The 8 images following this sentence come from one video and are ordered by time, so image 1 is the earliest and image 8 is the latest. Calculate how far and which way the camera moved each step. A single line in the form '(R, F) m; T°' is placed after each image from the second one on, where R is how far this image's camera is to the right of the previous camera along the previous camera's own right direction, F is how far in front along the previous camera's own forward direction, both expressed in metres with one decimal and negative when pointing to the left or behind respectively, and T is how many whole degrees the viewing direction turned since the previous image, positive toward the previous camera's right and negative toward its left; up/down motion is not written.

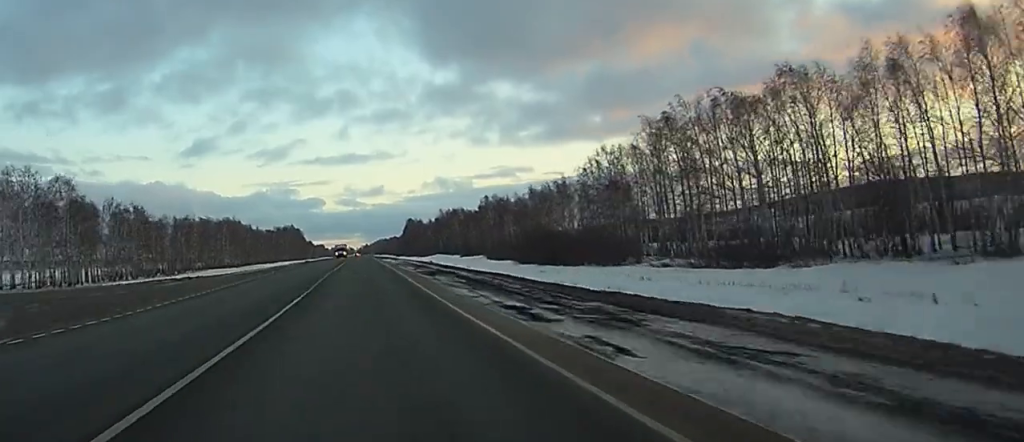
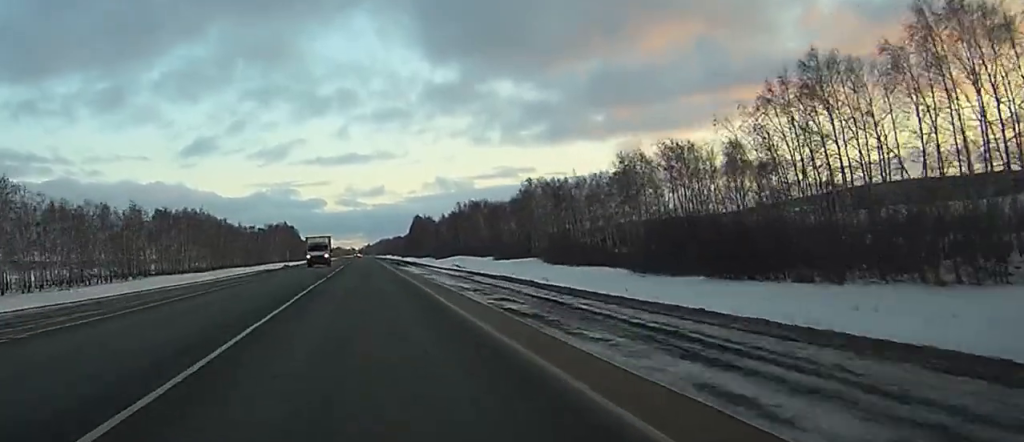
(-0.1, +53.1) m; 0°
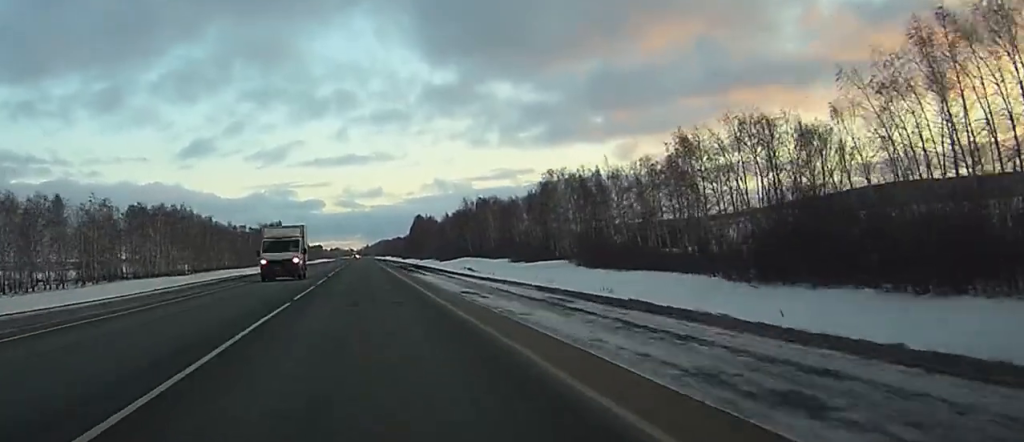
(-0.1, +19.5) m; 0°
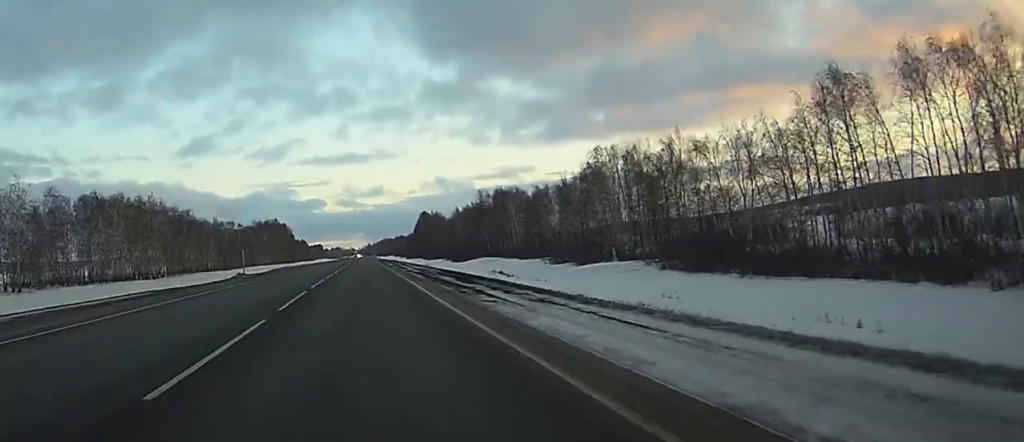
(0.0, +28.2) m; 0°
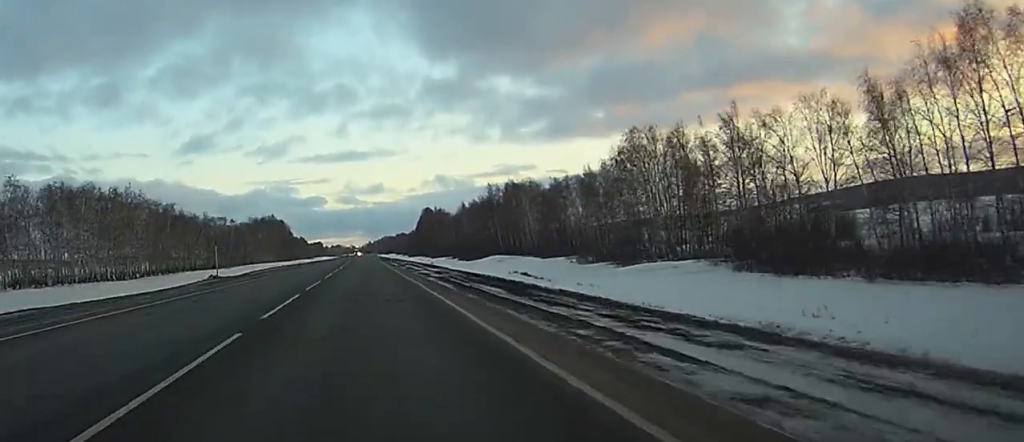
(+0.1, +15.2) m; 0°
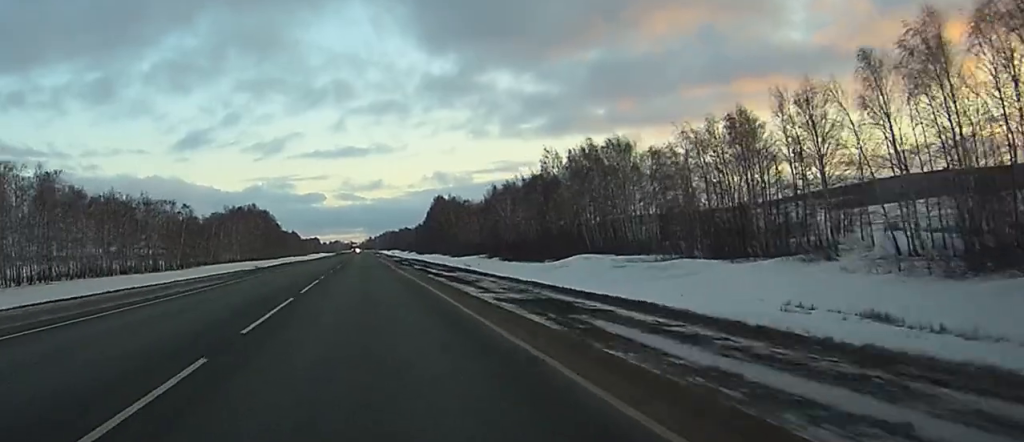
(0.0, +63.0) m; 0°
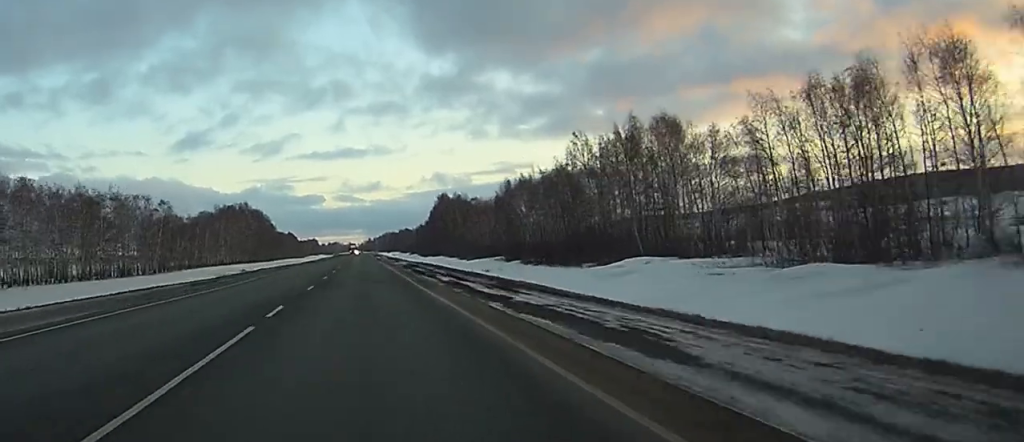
(0.0, +19.6) m; 0°
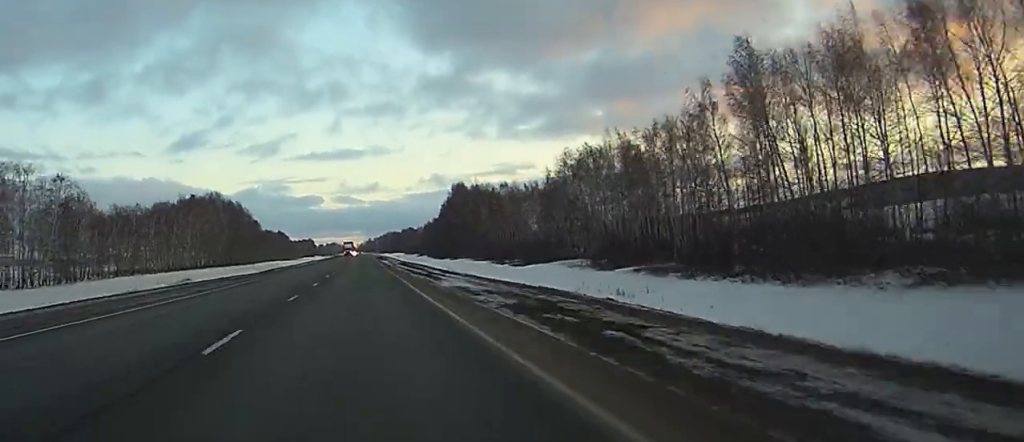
(0.0, +54.4) m; 0°
